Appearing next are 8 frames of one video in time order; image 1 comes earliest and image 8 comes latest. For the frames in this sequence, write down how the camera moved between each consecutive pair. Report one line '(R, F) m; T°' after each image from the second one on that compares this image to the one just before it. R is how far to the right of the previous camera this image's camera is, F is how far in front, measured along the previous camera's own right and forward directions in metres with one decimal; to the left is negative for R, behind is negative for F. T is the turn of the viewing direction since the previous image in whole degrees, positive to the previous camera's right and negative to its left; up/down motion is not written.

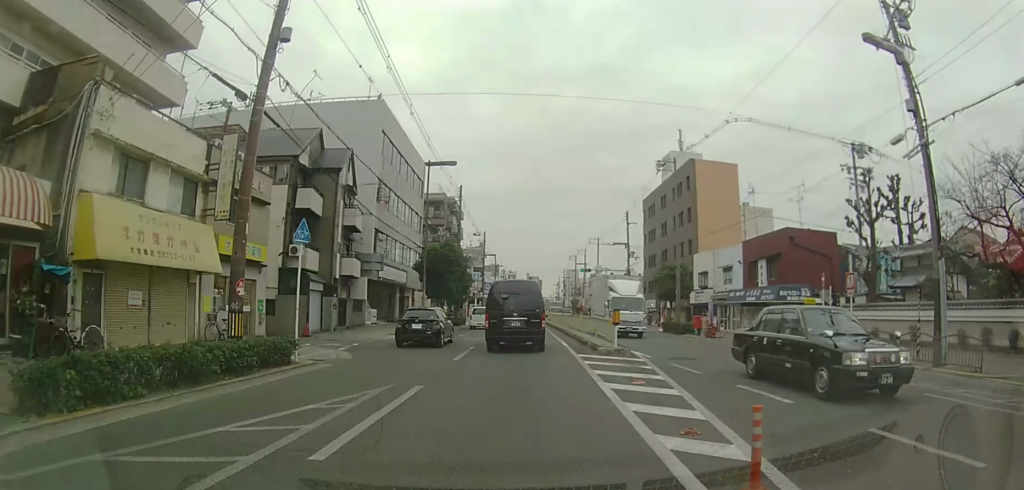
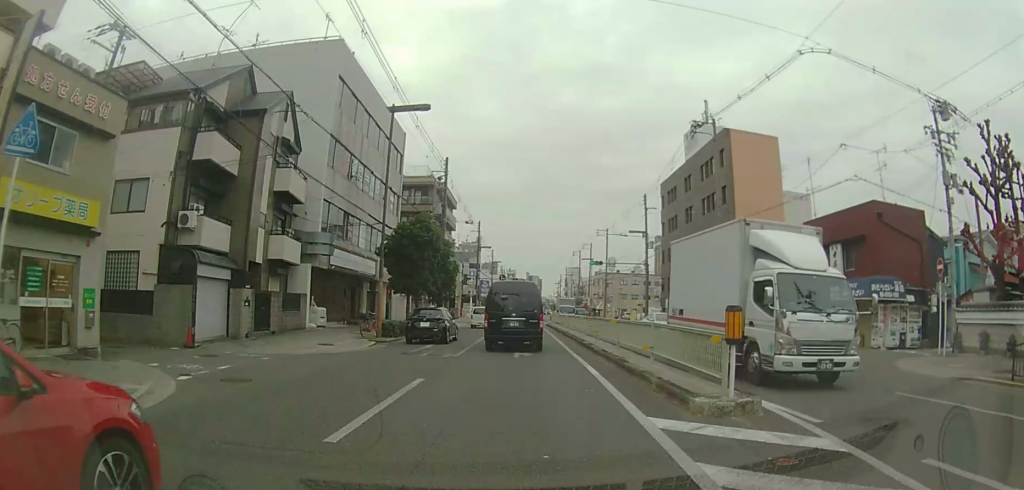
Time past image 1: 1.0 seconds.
(0.0, +9.2) m; 0°
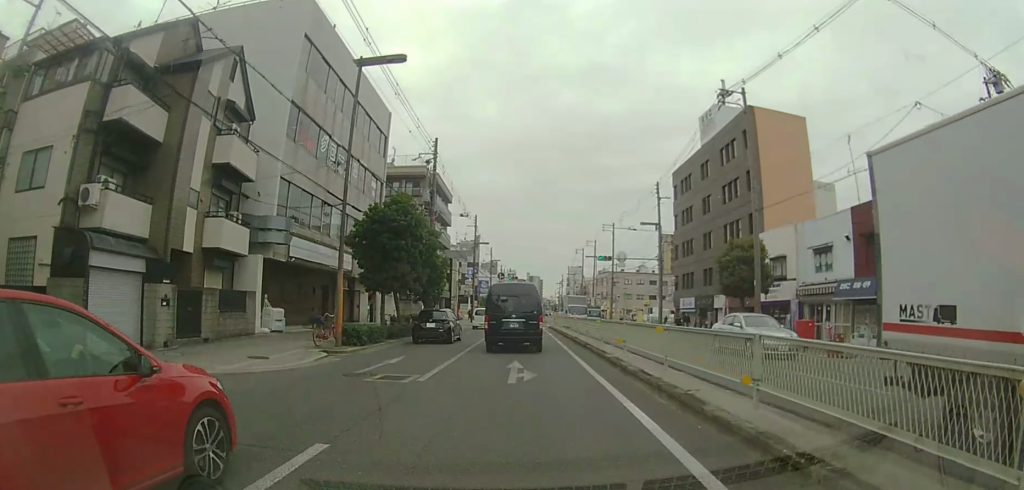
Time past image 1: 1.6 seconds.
(0.0, +5.1) m; 0°
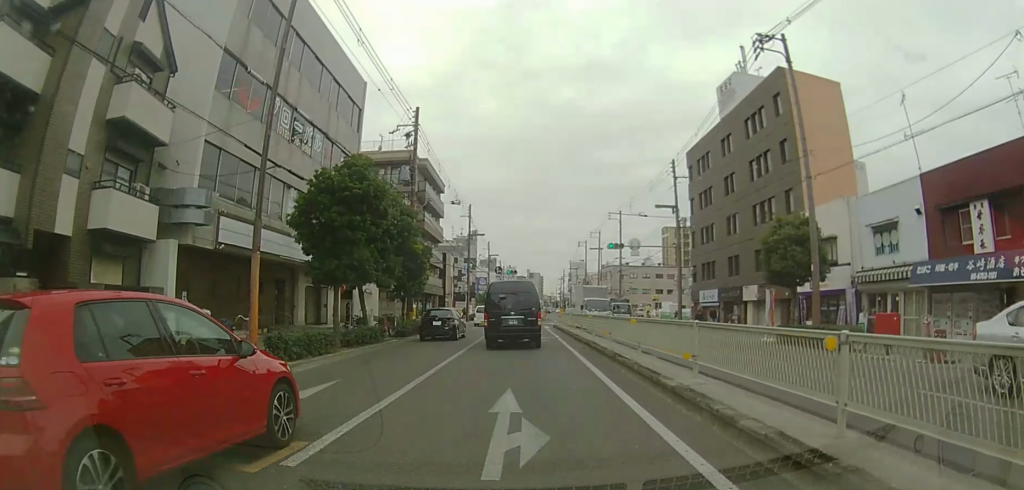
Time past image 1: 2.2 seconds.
(0.0, +5.4) m; 0°
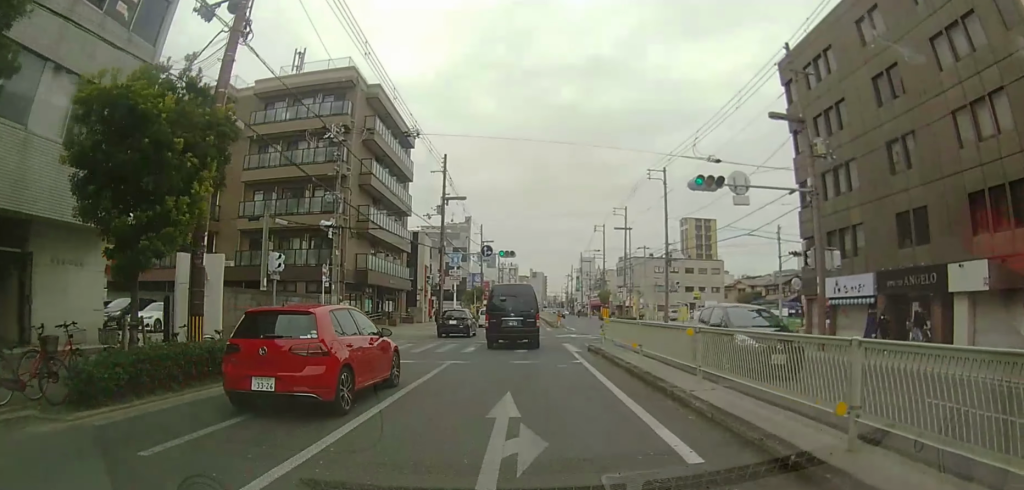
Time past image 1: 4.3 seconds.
(-0.5, +19.4) m; -3°
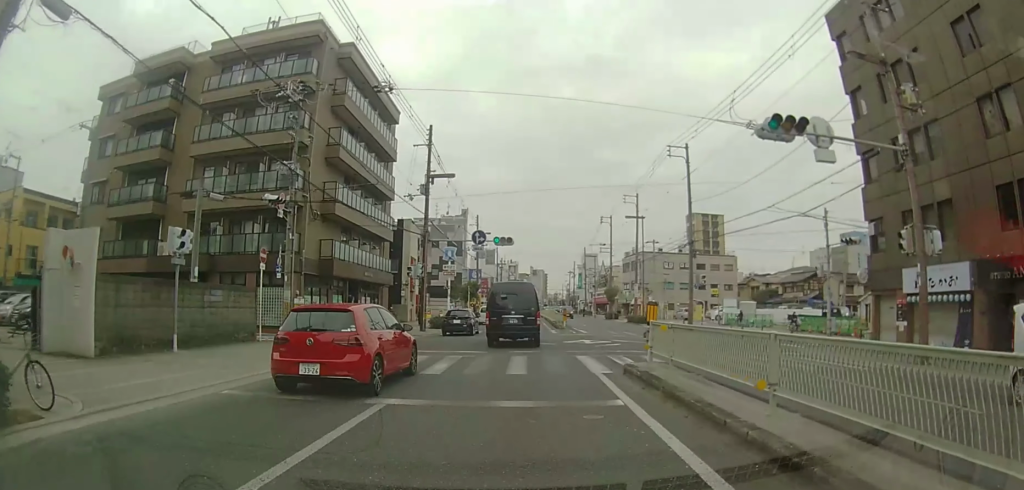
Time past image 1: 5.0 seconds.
(0.0, +6.4) m; 0°
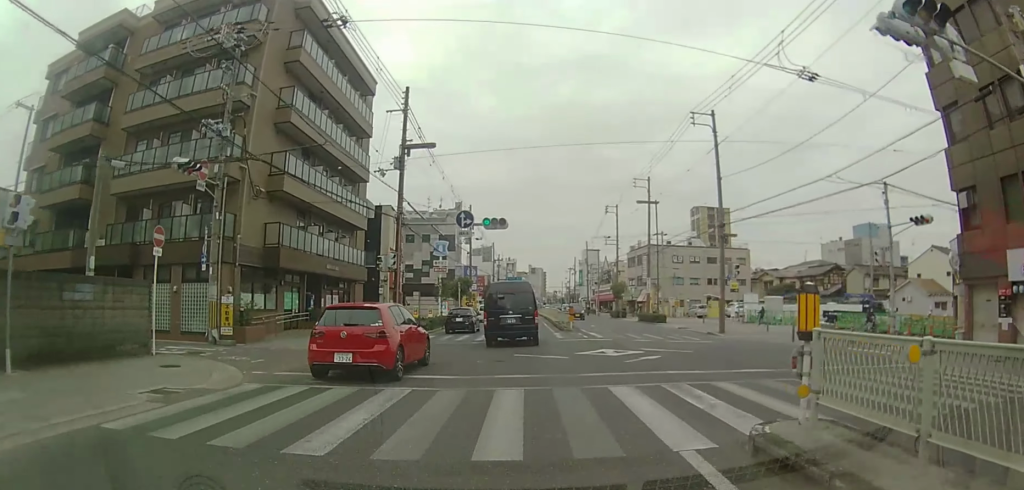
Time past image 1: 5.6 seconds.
(0.0, +6.1) m; 0°
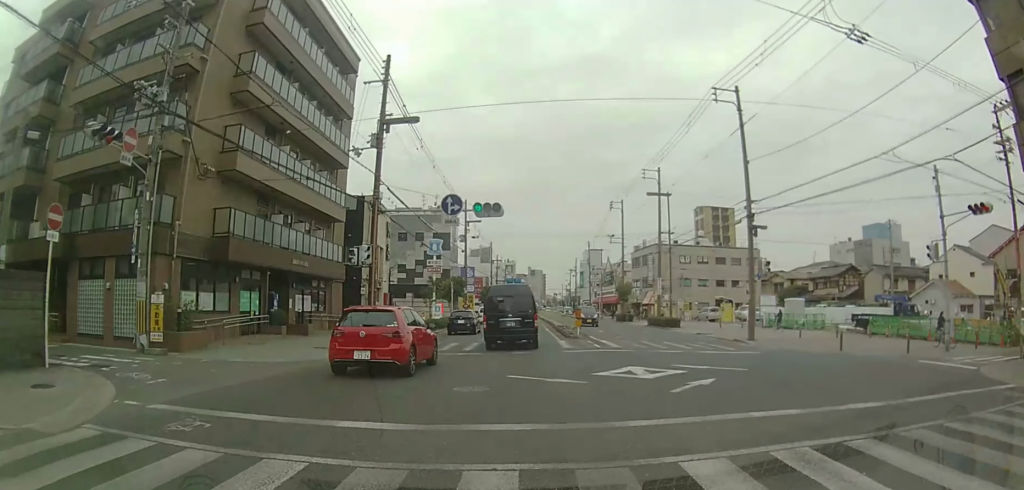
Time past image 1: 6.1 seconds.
(0.0, +4.6) m; 0°
